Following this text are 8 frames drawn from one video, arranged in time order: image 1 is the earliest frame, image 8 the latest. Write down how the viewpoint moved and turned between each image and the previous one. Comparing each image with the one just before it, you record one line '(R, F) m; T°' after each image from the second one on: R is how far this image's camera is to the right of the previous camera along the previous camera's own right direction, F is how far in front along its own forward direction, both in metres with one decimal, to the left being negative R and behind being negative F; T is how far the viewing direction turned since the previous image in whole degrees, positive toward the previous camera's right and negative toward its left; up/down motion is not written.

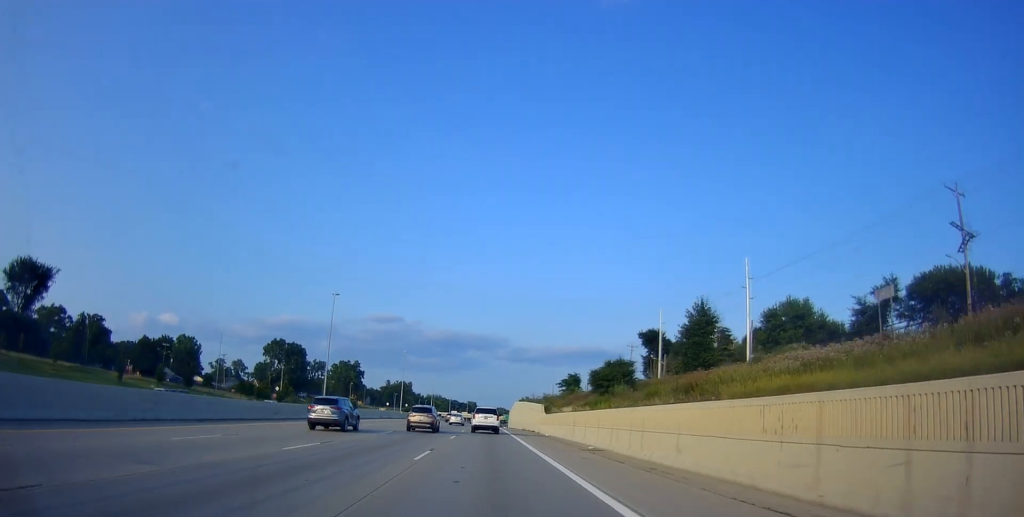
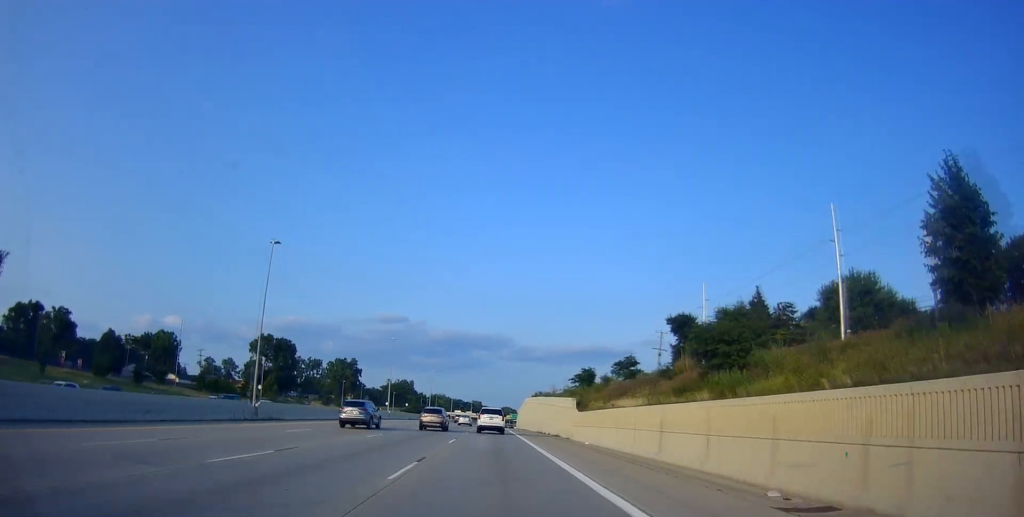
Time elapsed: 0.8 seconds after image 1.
(-0.3, +20.0) m; -1°
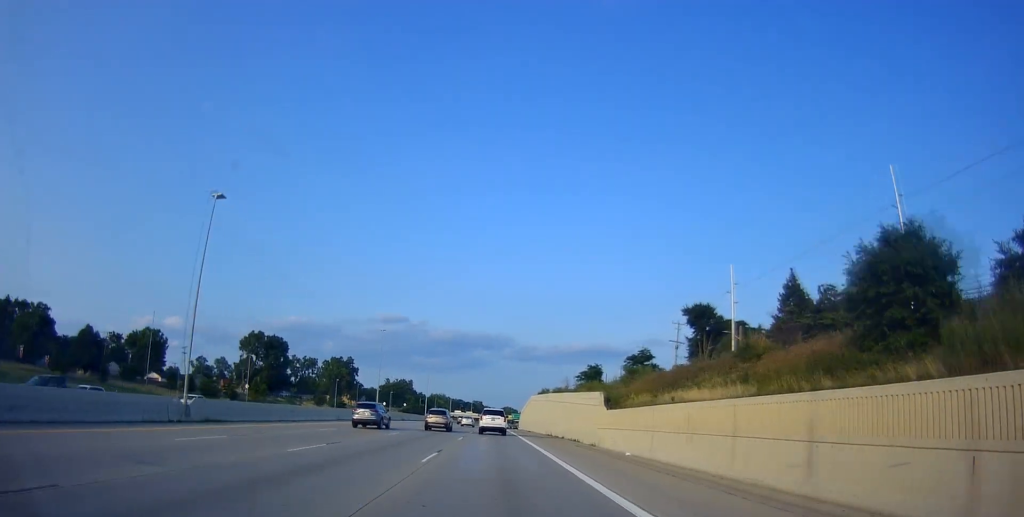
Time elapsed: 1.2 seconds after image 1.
(-0.1, +10.5) m; 0°
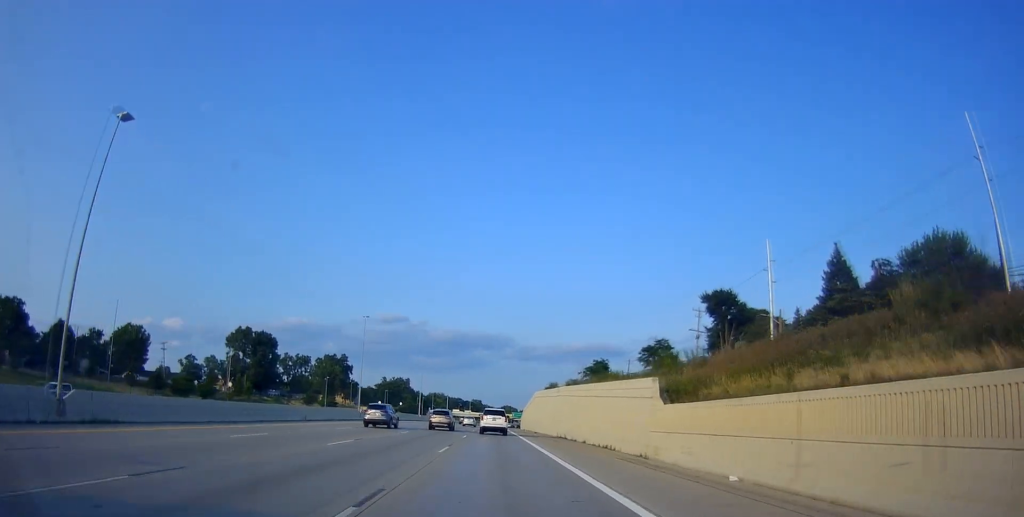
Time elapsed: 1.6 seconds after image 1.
(0.0, +11.4) m; 0°
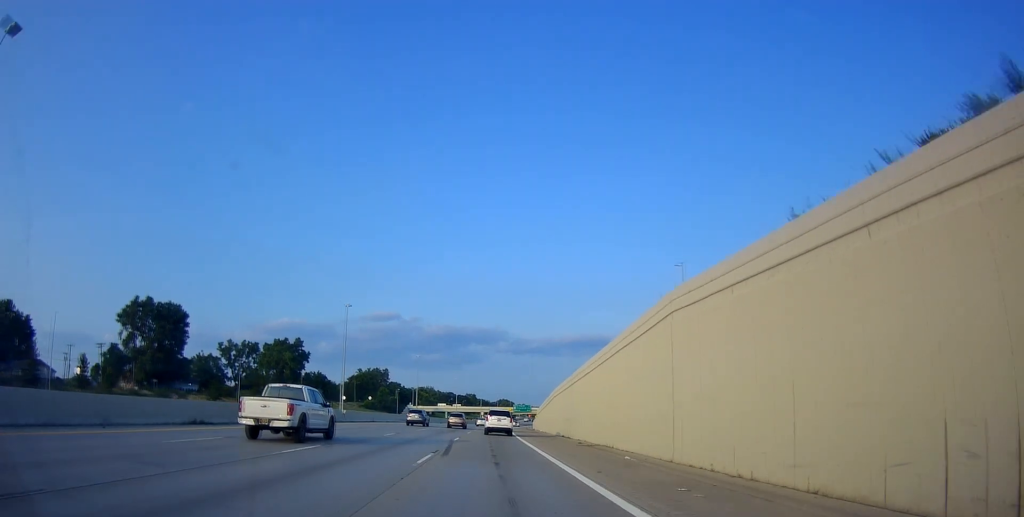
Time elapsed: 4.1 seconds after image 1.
(-0.1, +64.7) m; 0°
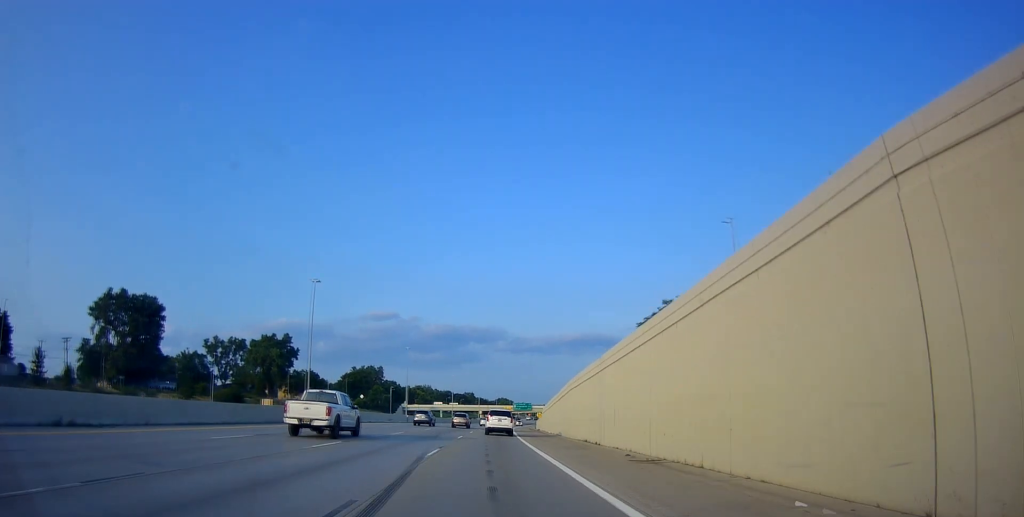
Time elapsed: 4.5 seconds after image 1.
(0.0, +12.3) m; 0°
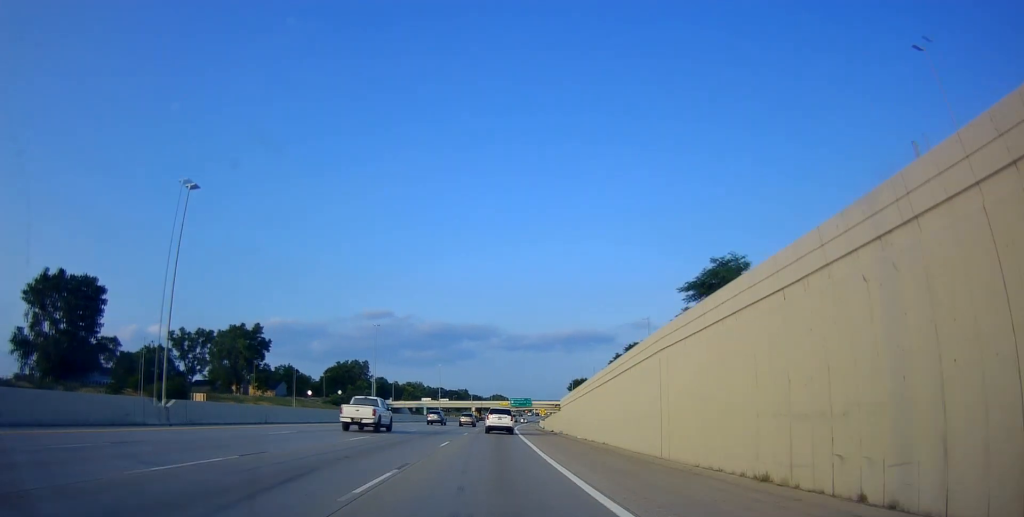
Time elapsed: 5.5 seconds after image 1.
(-0.1, +24.5) m; 0°
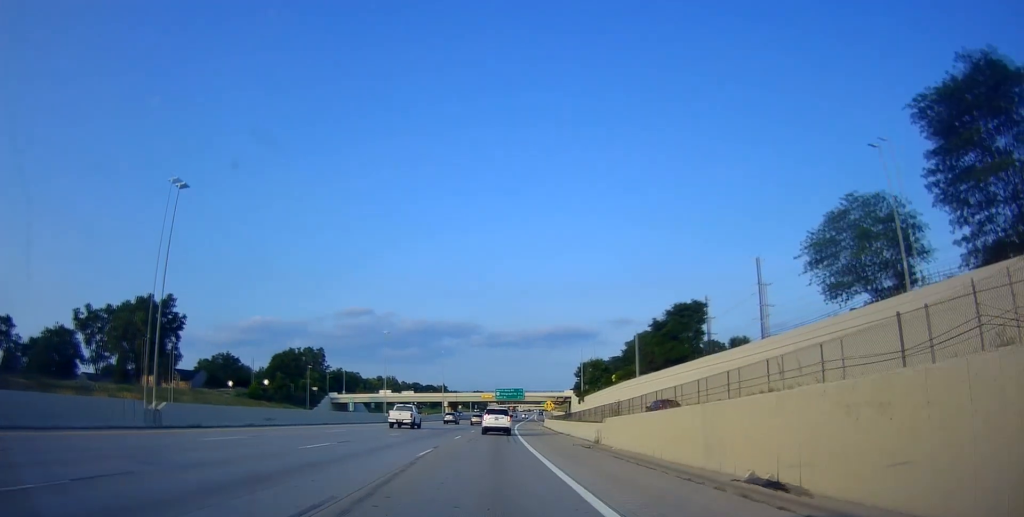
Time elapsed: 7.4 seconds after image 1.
(+1.3, +50.2) m; +2°
